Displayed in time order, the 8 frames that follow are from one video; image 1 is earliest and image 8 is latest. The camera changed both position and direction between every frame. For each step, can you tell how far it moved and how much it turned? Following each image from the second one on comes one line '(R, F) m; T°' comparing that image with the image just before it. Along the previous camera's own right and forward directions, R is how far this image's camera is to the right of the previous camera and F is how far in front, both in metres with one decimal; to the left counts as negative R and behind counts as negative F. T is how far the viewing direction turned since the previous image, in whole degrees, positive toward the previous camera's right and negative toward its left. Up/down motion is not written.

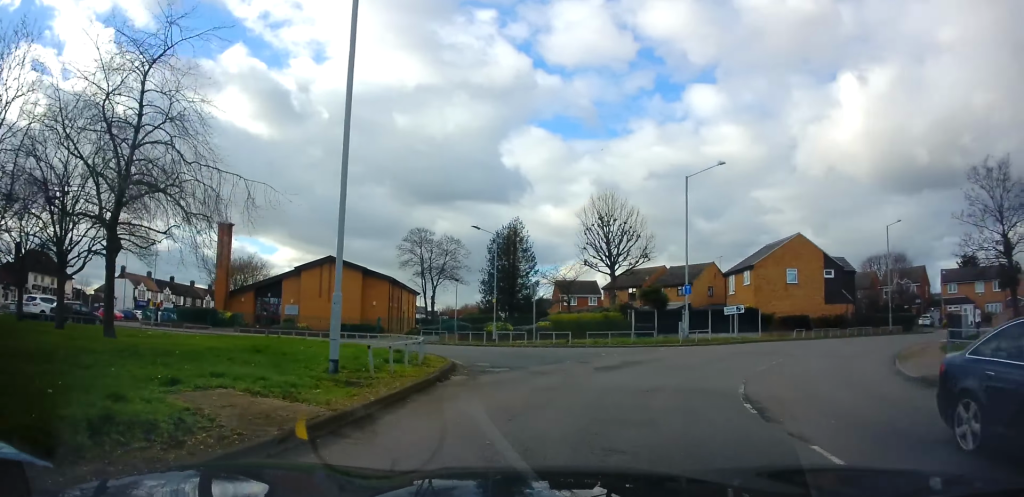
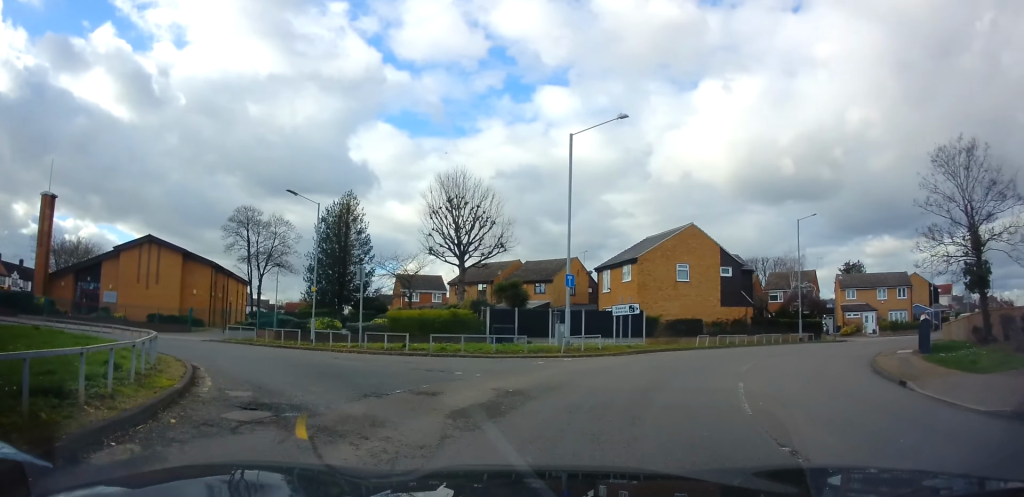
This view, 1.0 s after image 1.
(+1.4, +7.1) m; +18°
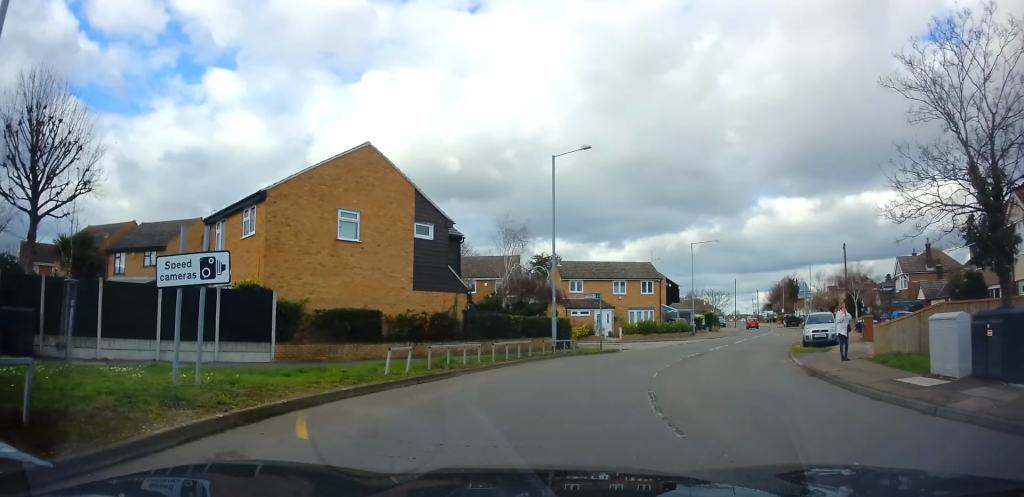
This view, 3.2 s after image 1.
(+4.9, +15.0) m; +37°
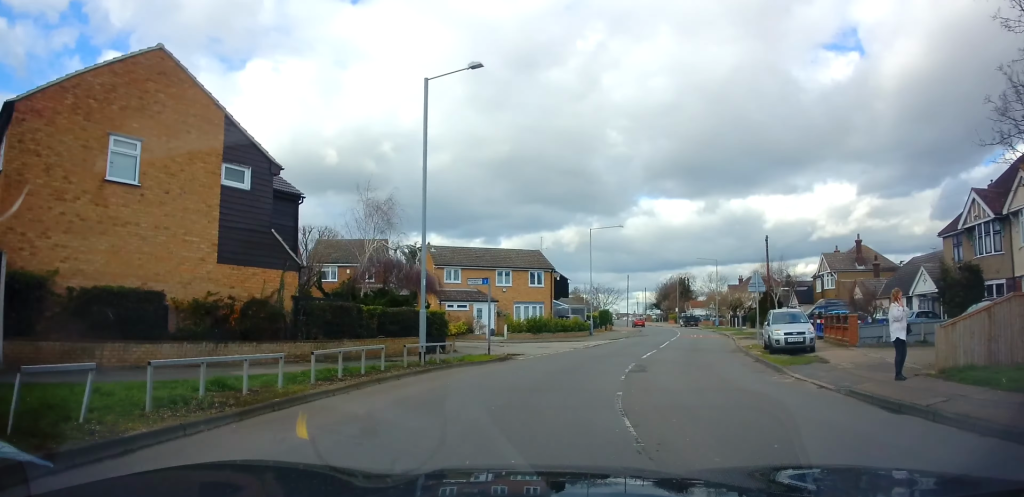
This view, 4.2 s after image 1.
(+0.9, +7.3) m; +9°
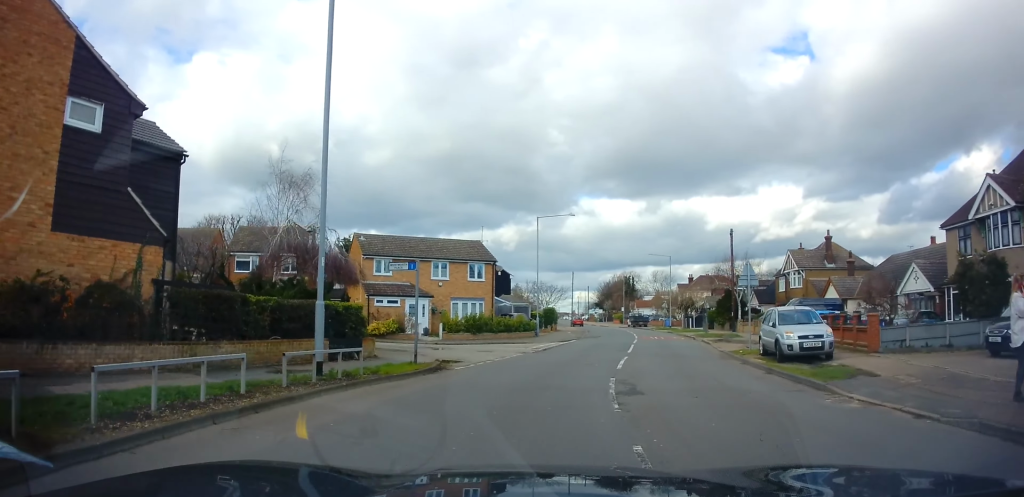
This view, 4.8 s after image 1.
(+0.2, +4.4) m; +5°
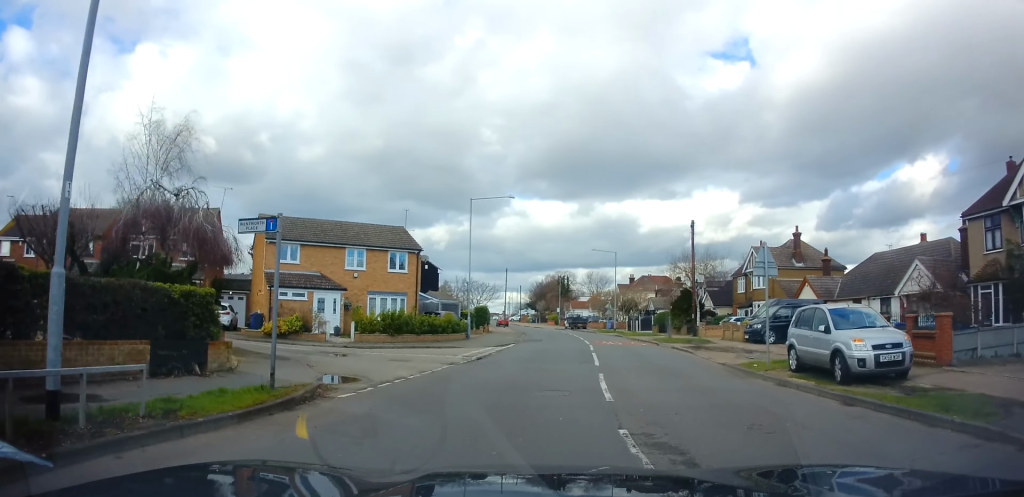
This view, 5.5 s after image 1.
(+0.3, +5.5) m; +7°
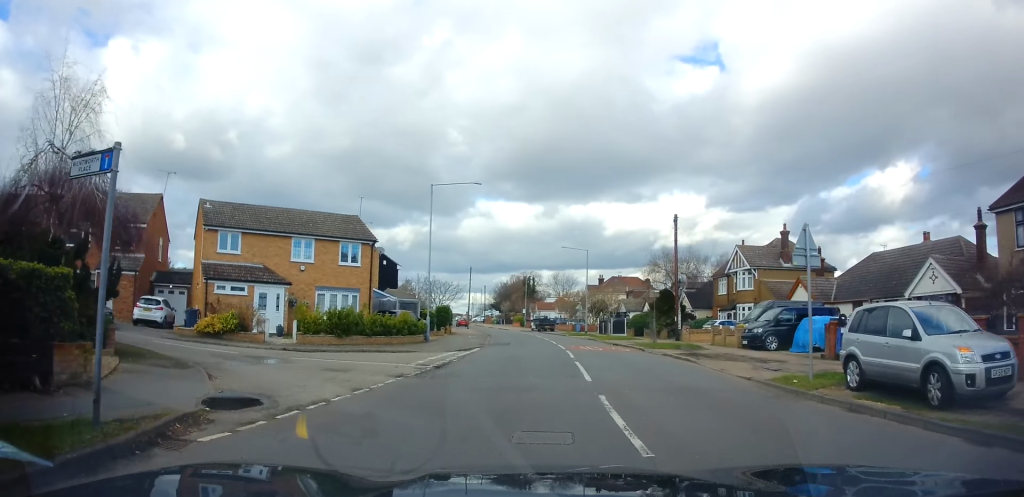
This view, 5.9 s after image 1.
(+0.2, +3.4) m; +5°
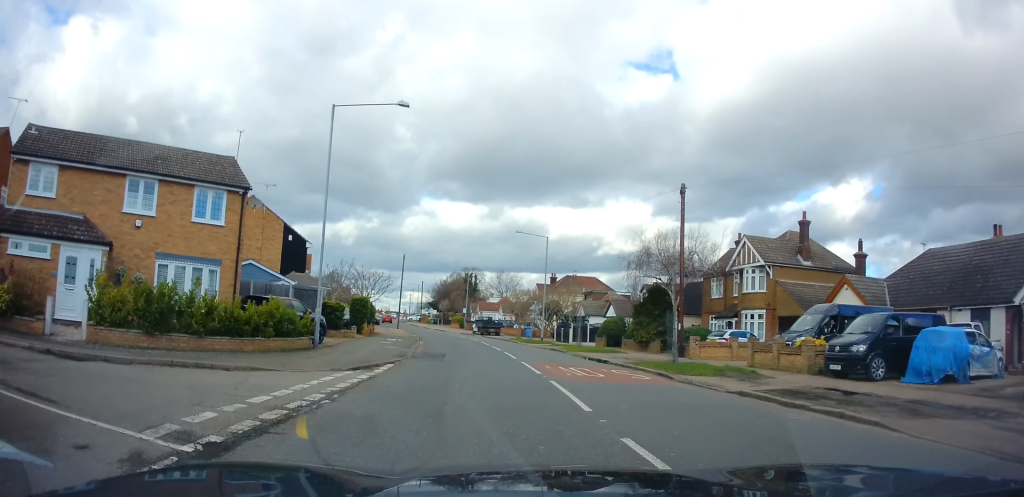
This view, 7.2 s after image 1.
(+1.0, +10.4) m; +5°
